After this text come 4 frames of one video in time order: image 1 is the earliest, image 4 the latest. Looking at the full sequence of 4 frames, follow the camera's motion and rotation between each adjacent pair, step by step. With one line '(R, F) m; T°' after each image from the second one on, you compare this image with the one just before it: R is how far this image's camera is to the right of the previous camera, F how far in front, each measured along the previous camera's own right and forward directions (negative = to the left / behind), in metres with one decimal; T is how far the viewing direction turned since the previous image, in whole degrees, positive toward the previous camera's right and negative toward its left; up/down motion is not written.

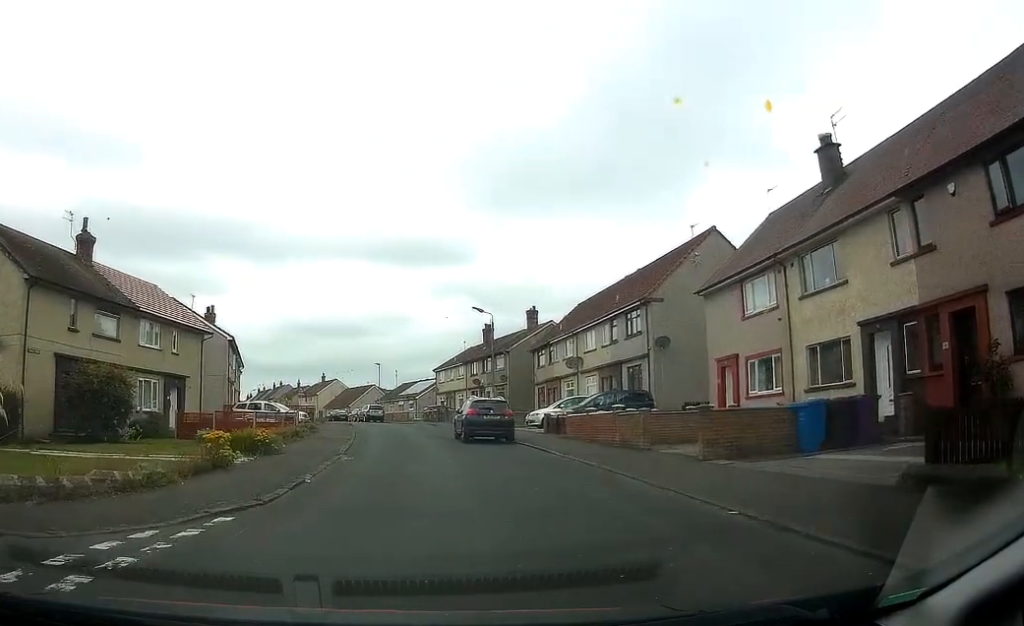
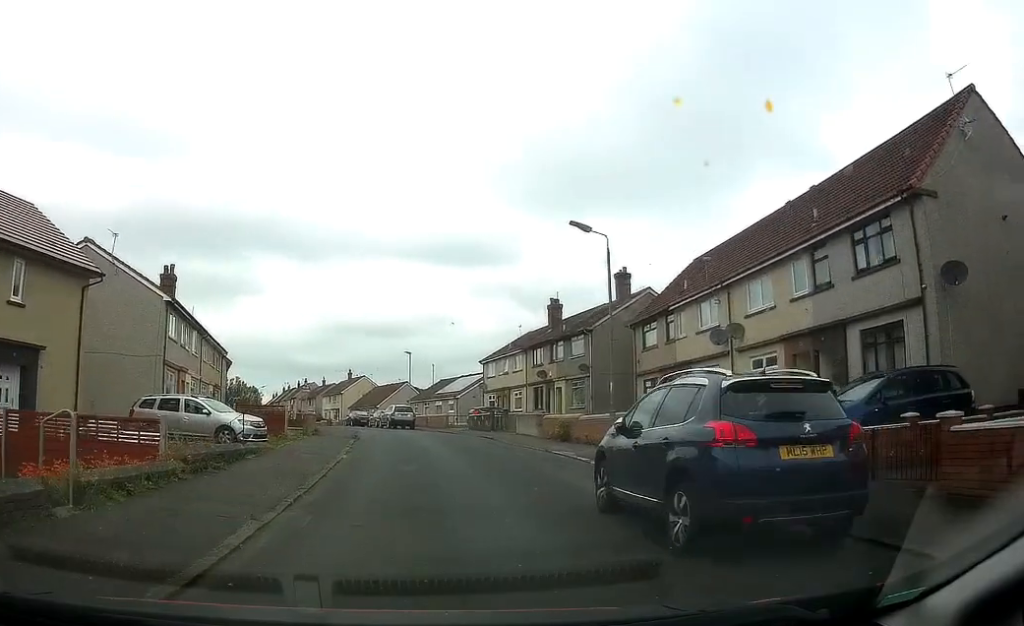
(+0.6, +18.1) m; -1°
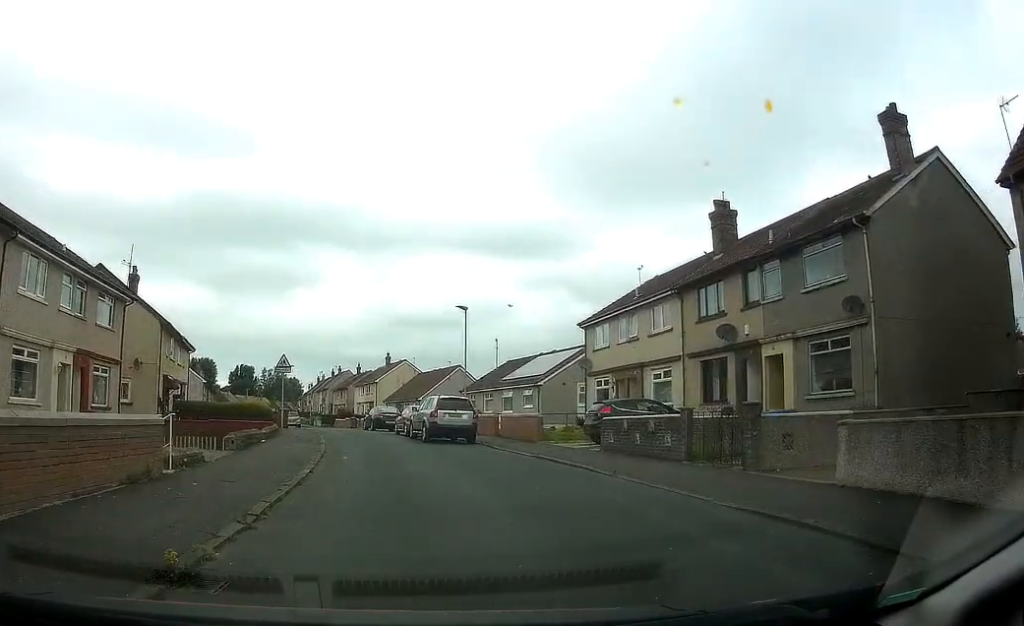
(-2.2, +24.7) m; -9°
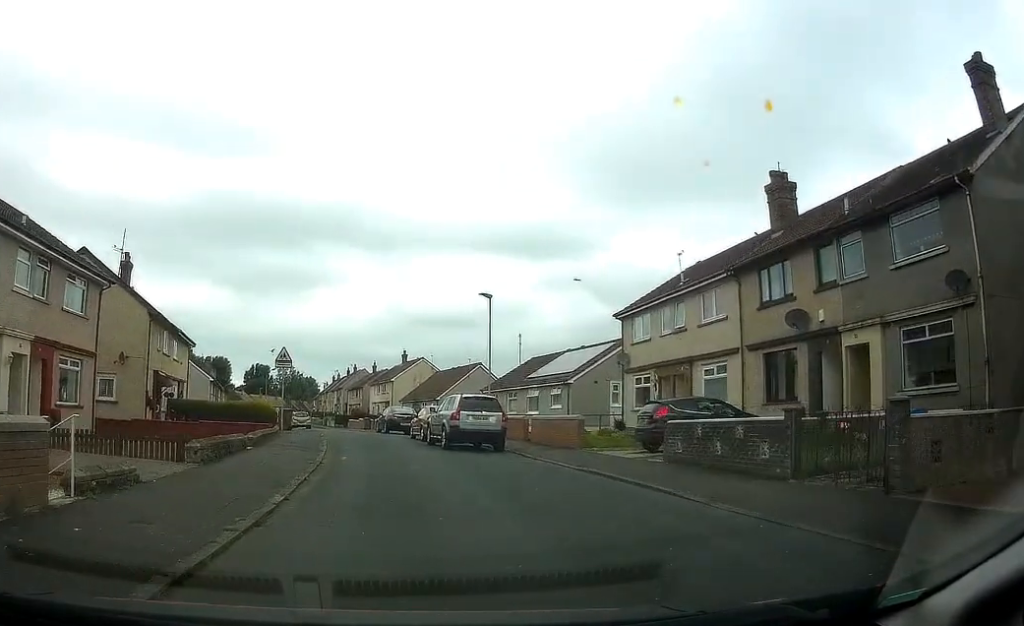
(0.0, +4.0) m; 0°
